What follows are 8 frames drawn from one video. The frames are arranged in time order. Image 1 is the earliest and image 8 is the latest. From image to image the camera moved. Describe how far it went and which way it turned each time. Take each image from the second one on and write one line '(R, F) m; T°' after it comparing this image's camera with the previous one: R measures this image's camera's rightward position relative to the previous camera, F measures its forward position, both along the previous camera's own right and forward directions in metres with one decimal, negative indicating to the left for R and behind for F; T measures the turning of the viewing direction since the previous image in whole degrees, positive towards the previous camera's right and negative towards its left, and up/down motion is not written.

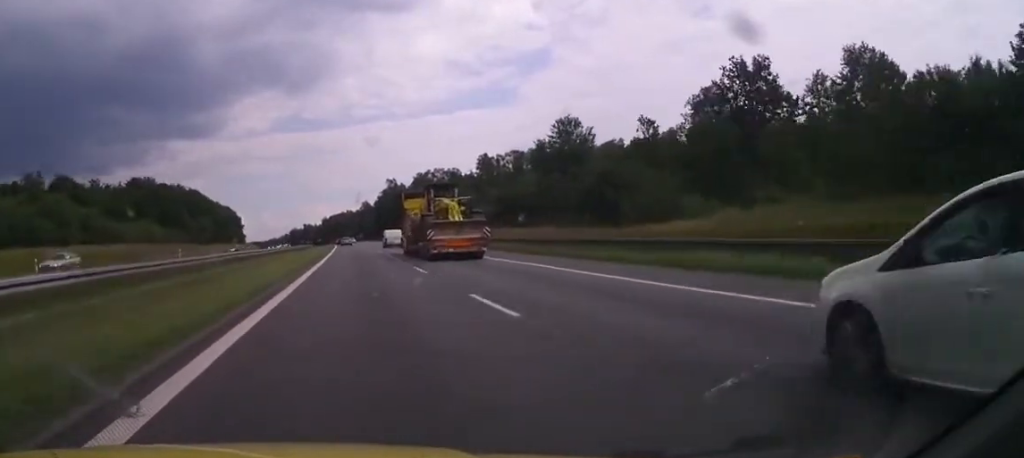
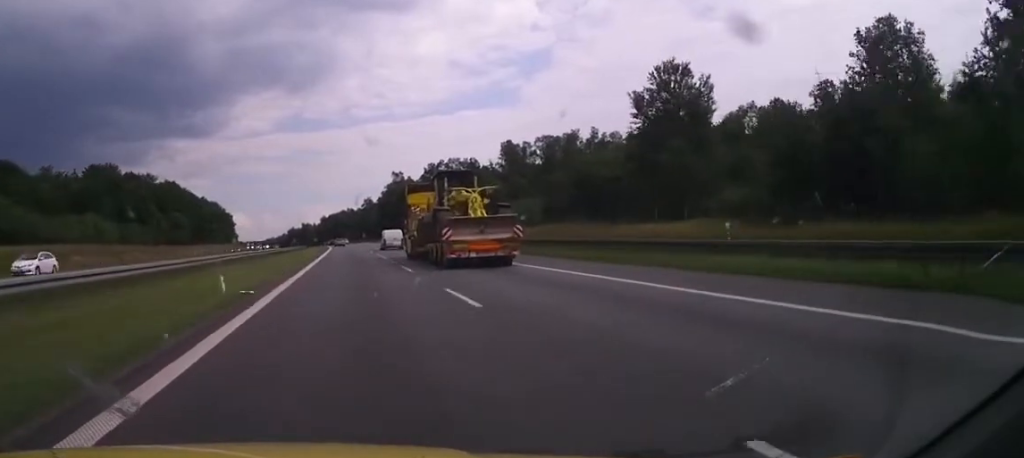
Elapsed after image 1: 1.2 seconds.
(-0.2, +34.4) m; +1°
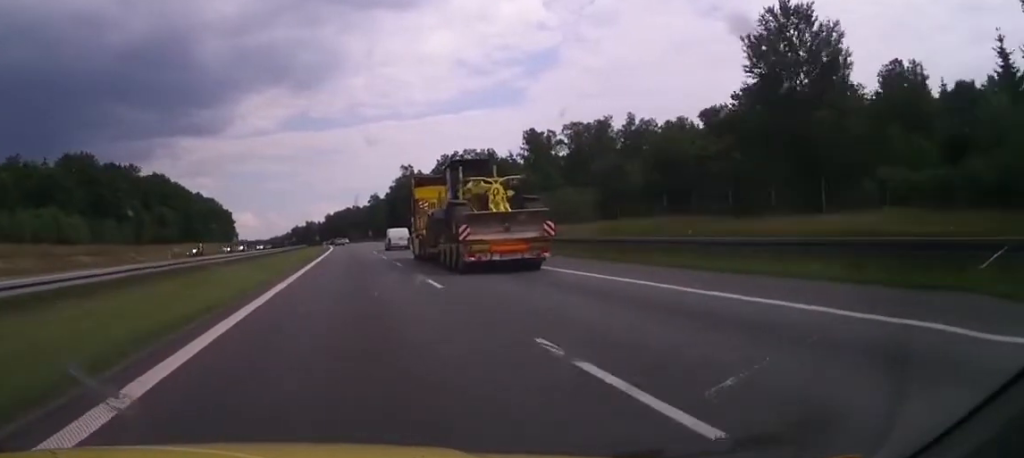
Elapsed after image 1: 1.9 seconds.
(+0.4, +19.7) m; 0°
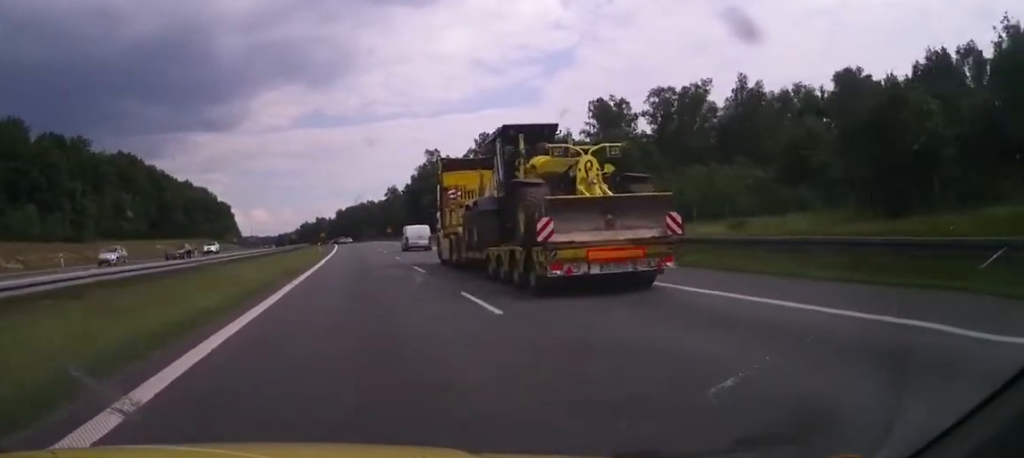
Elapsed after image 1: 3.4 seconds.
(-0.6, +41.9) m; -1°
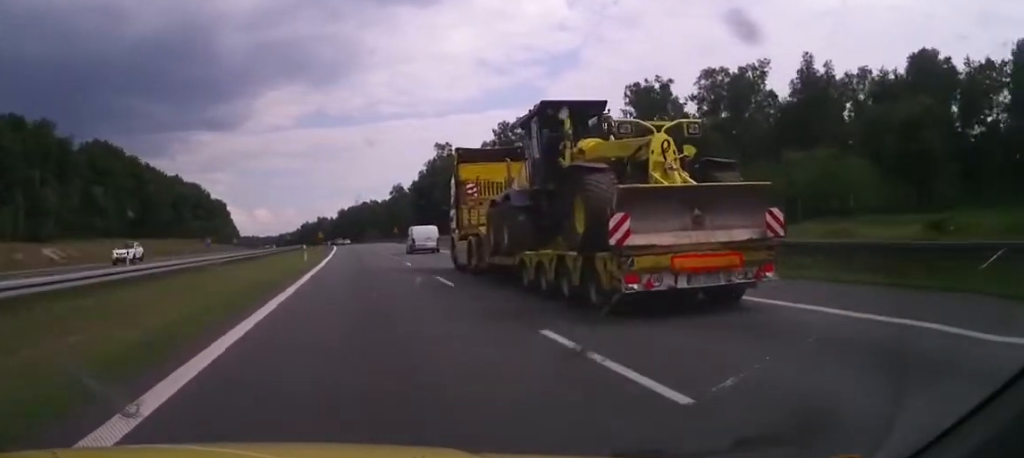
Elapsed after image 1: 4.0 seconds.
(0.0, +18.4) m; 0°
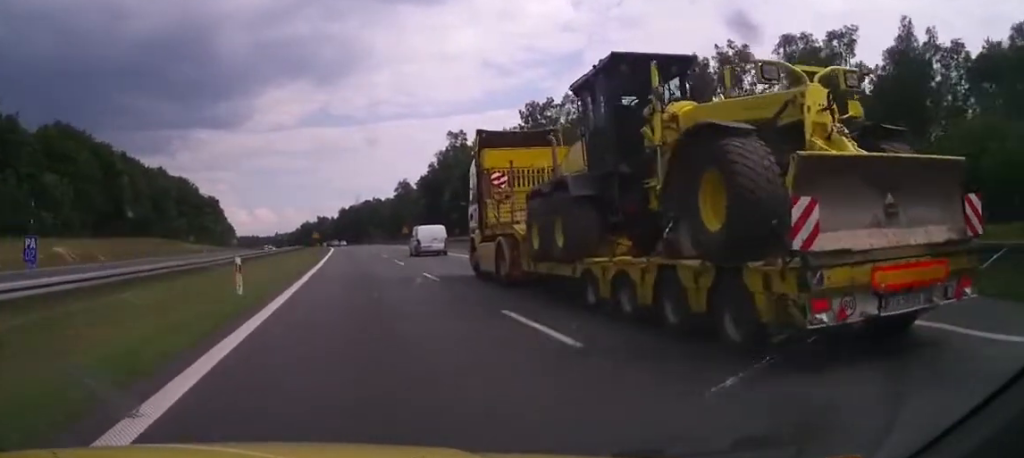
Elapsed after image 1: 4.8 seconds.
(0.0, +21.9) m; -1°
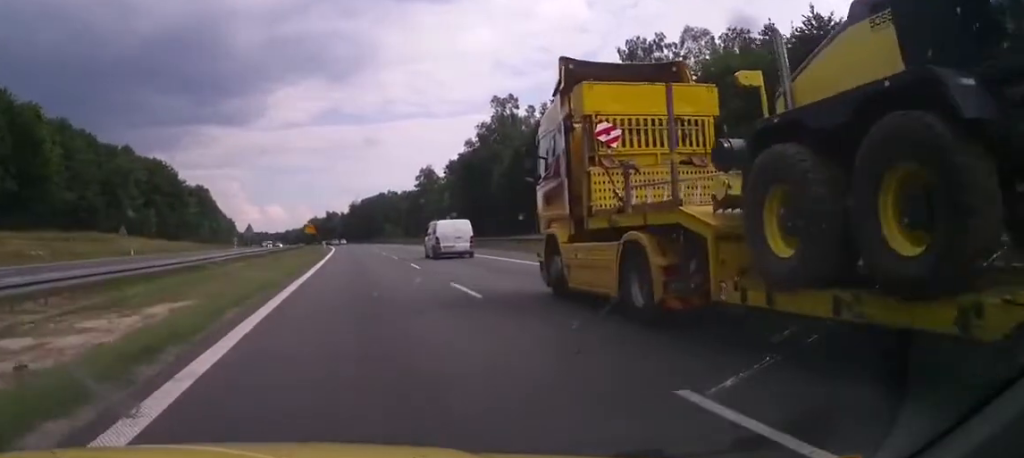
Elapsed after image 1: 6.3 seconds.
(-0.6, +42.3) m; -1°
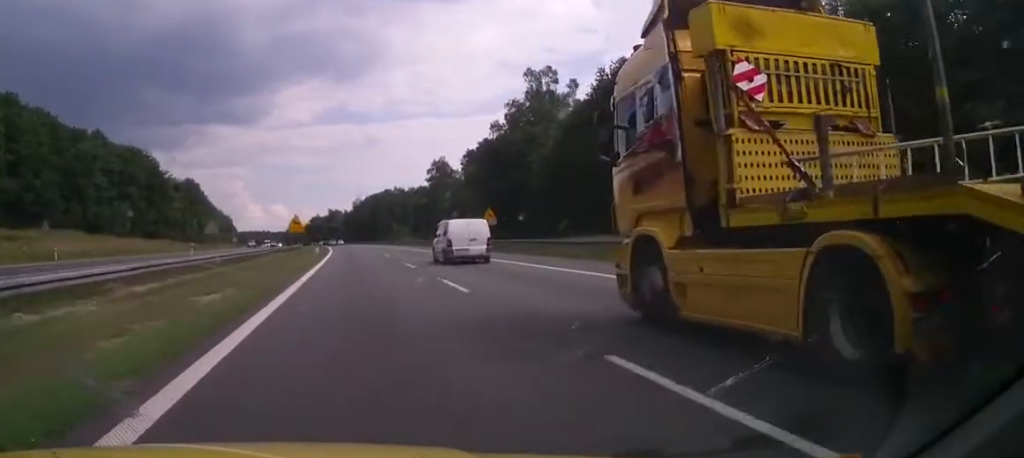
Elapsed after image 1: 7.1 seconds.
(0.0, +22.4) m; 0°
